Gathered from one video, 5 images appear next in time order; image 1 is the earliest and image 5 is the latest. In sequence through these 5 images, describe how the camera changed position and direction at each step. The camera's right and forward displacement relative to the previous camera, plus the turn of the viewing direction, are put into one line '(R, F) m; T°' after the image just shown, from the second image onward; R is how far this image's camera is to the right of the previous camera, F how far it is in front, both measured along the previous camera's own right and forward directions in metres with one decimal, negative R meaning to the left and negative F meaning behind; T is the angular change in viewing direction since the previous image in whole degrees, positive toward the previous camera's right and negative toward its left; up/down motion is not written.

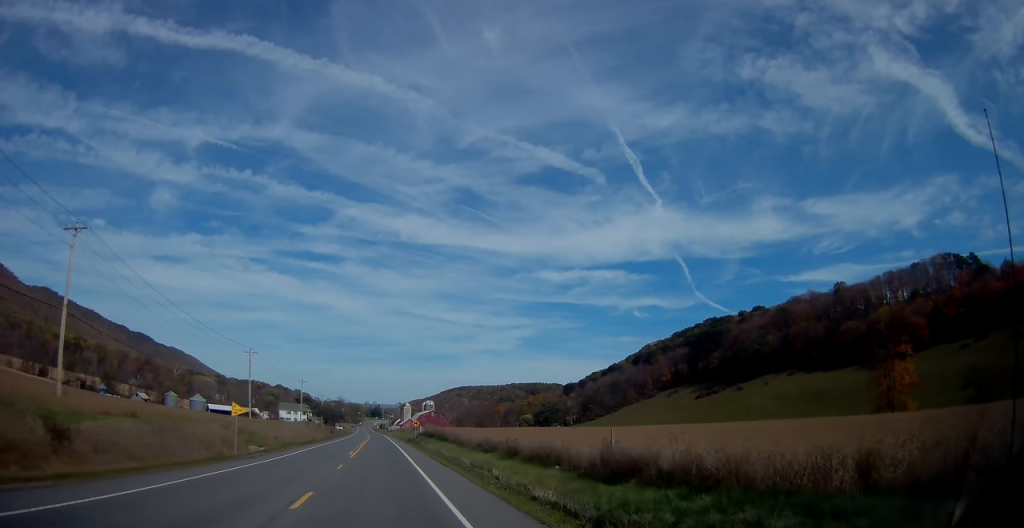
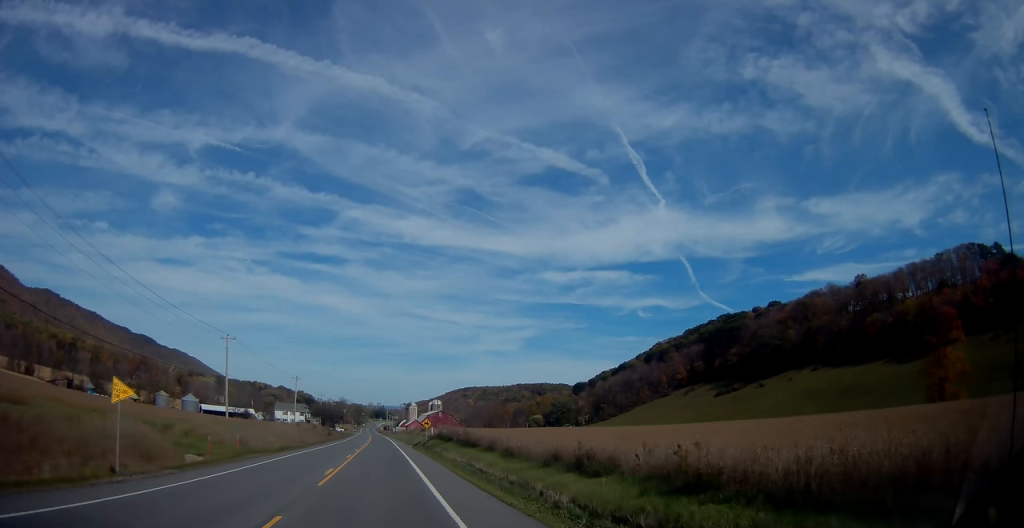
(0.0, +16.2) m; 0°
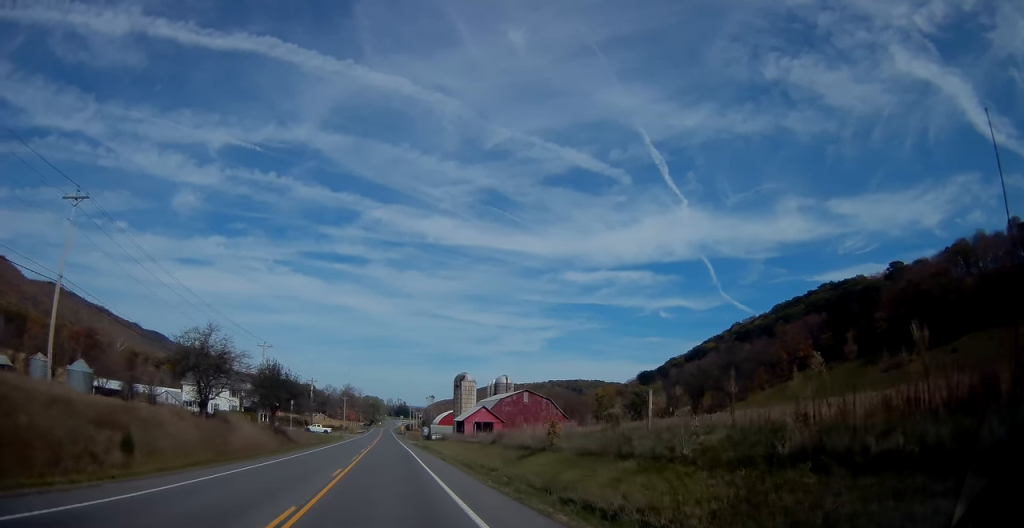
(-1.4, +111.1) m; -2°
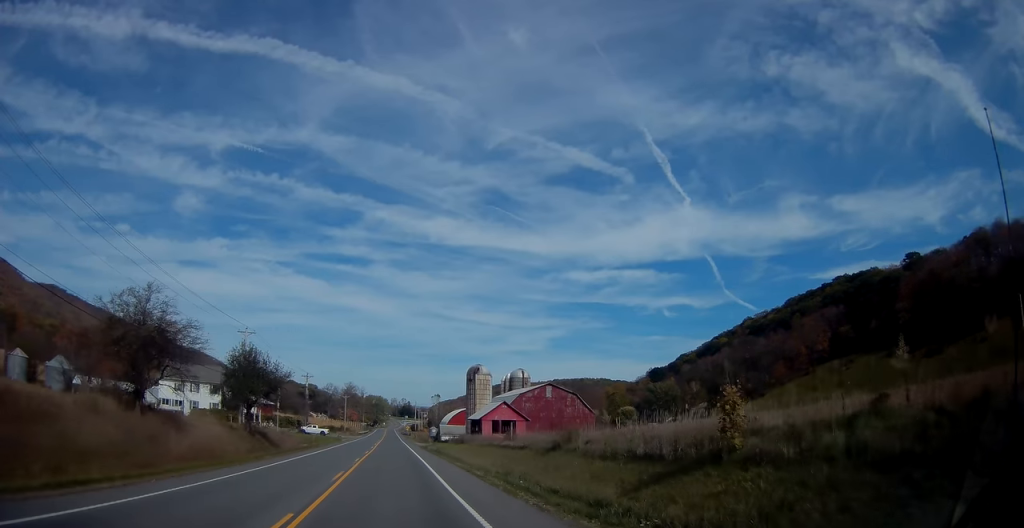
(0.0, +12.8) m; 0°
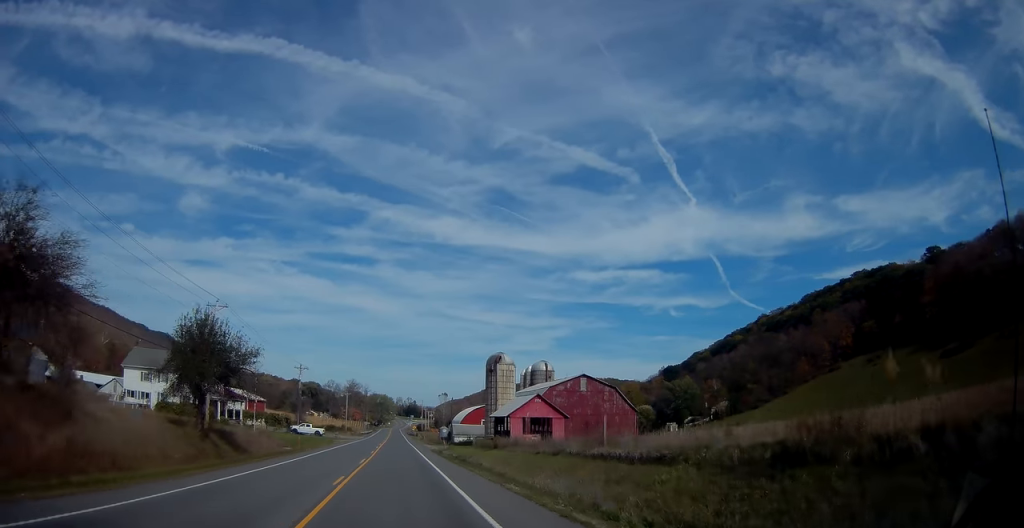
(0.0, +14.5) m; -1°
